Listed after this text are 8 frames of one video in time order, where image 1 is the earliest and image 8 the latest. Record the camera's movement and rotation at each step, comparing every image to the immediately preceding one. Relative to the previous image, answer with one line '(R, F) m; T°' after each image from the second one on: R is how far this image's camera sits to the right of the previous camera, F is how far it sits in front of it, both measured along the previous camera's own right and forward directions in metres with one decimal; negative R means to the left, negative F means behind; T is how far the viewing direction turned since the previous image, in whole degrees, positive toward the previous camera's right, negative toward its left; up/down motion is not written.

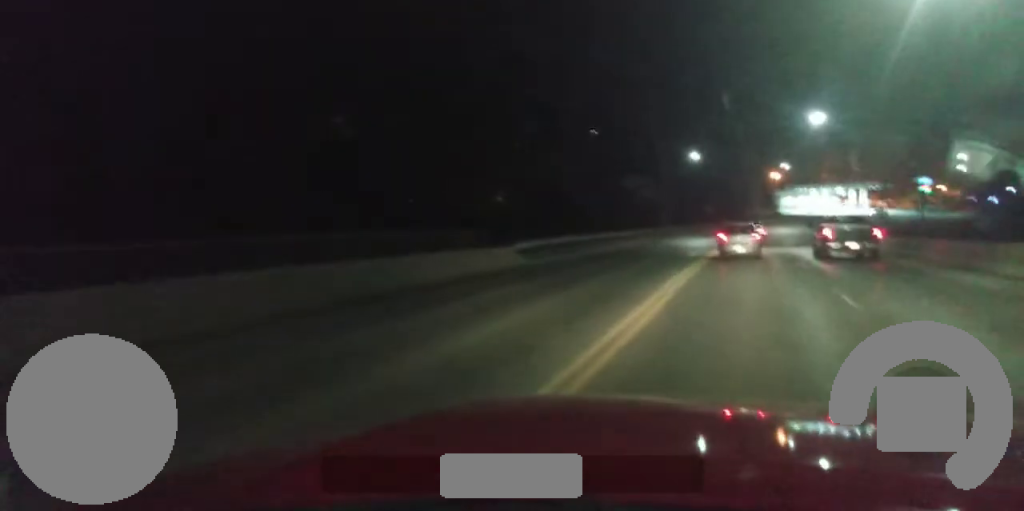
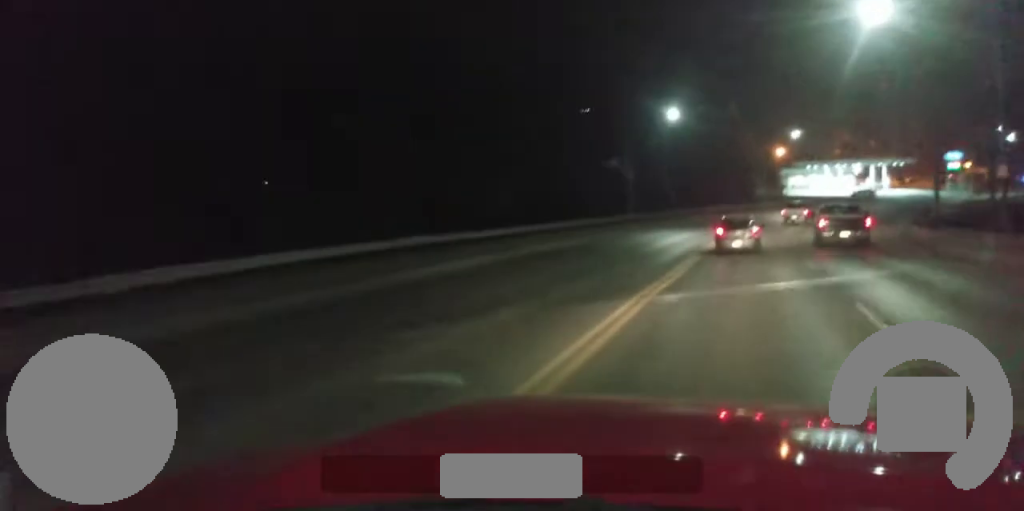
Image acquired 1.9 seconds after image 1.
(+0.7, +27.7) m; +5°
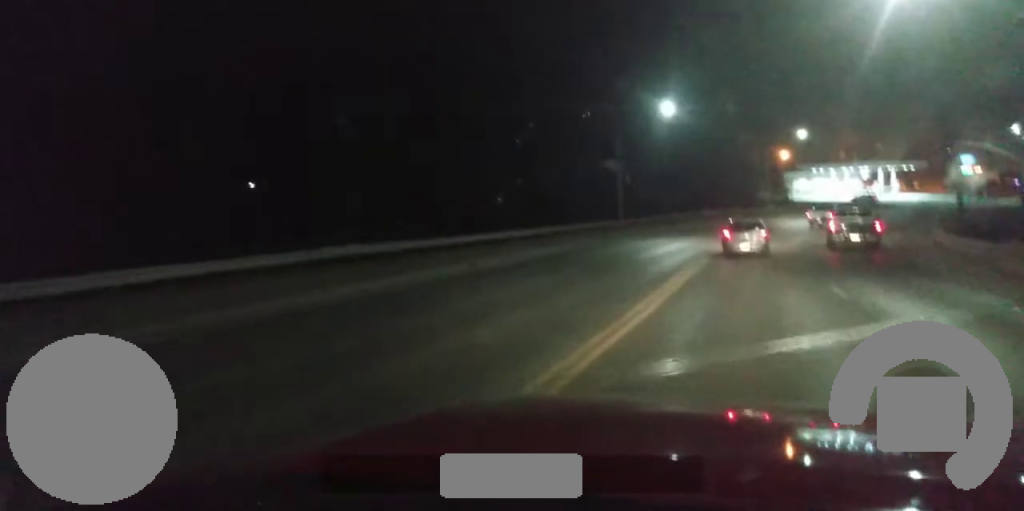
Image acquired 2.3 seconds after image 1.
(-0.1, +6.8) m; 0°
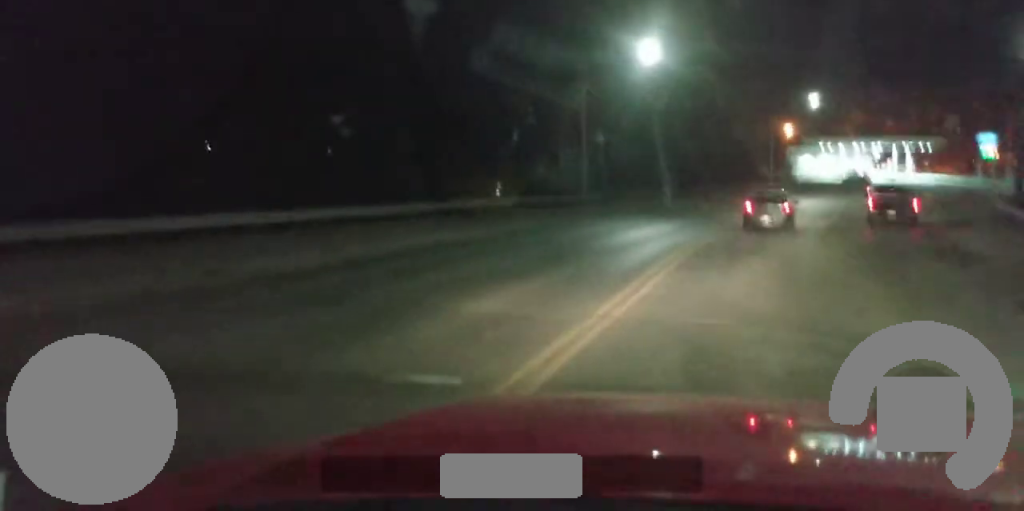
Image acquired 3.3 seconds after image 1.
(-0.1, +14.5) m; 0°
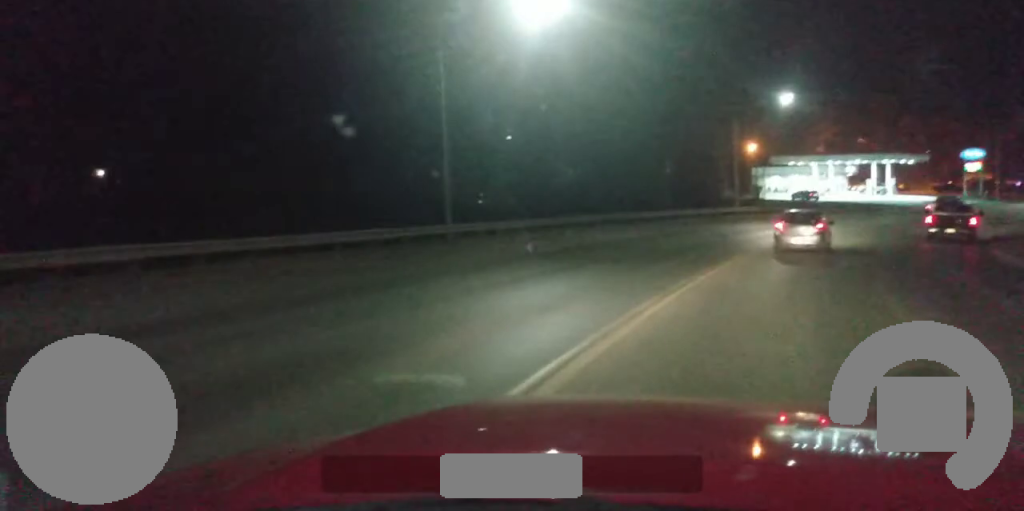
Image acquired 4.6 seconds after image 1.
(0.0, +18.4) m; 0°
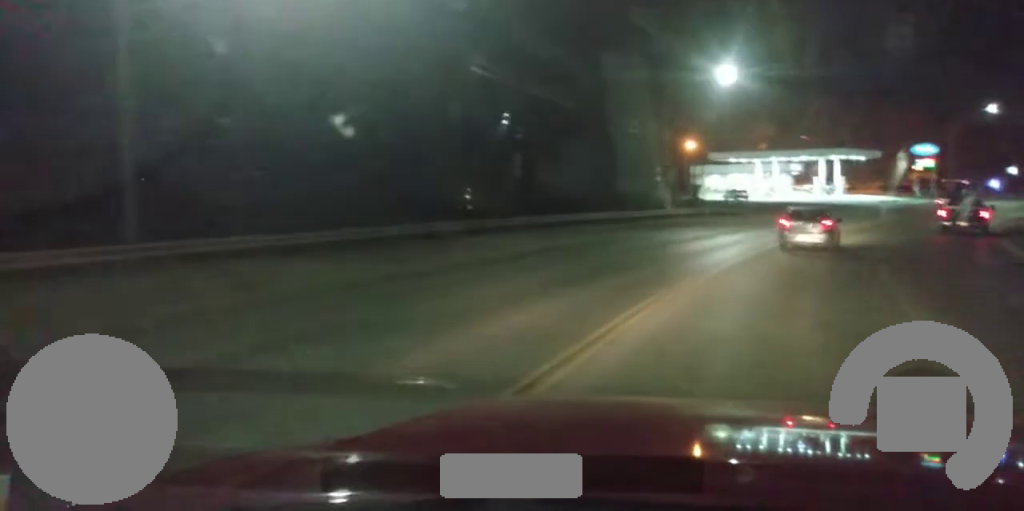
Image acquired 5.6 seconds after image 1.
(0.0, +13.1) m; +2°
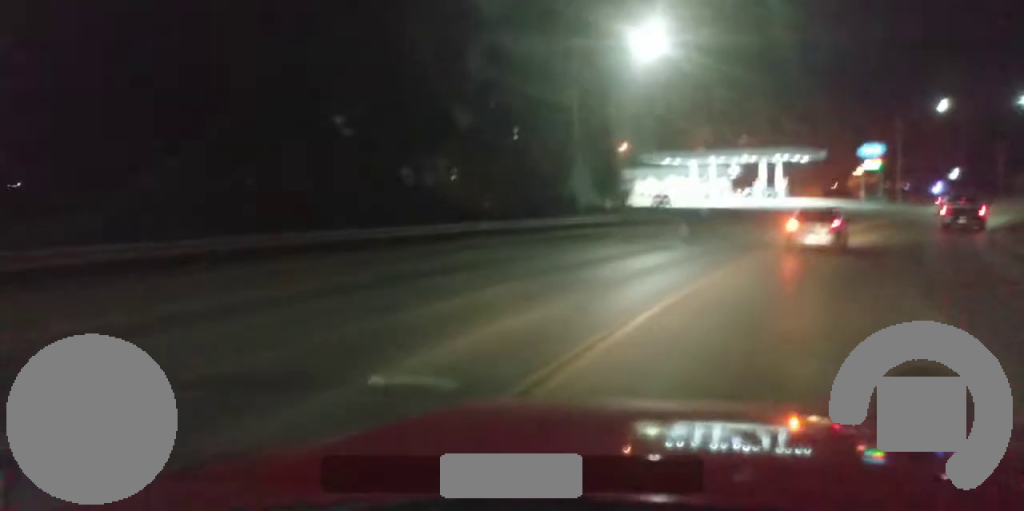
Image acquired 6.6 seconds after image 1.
(+0.3, +12.5) m; +5°
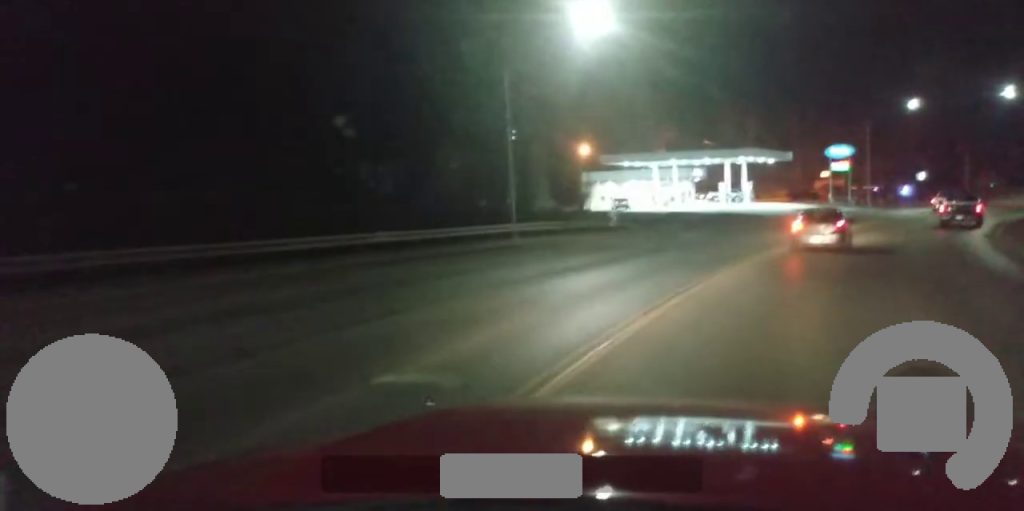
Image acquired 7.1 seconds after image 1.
(+0.2, +6.6) m; +4°
